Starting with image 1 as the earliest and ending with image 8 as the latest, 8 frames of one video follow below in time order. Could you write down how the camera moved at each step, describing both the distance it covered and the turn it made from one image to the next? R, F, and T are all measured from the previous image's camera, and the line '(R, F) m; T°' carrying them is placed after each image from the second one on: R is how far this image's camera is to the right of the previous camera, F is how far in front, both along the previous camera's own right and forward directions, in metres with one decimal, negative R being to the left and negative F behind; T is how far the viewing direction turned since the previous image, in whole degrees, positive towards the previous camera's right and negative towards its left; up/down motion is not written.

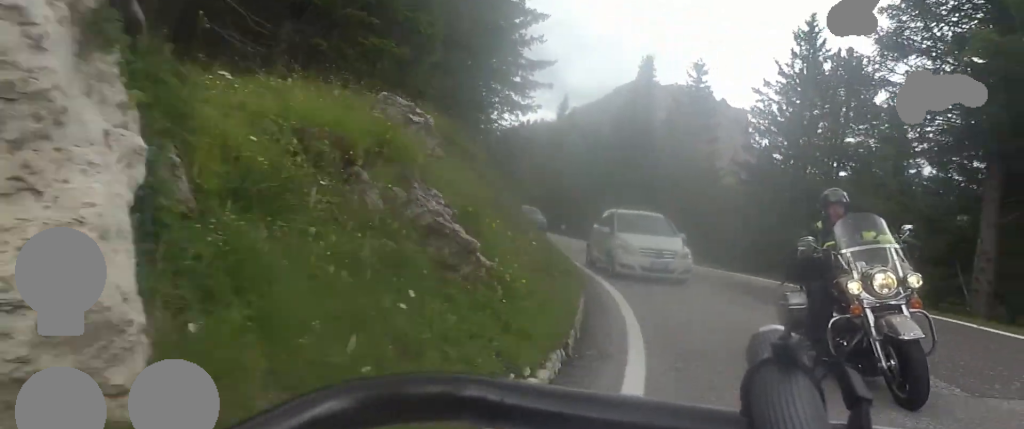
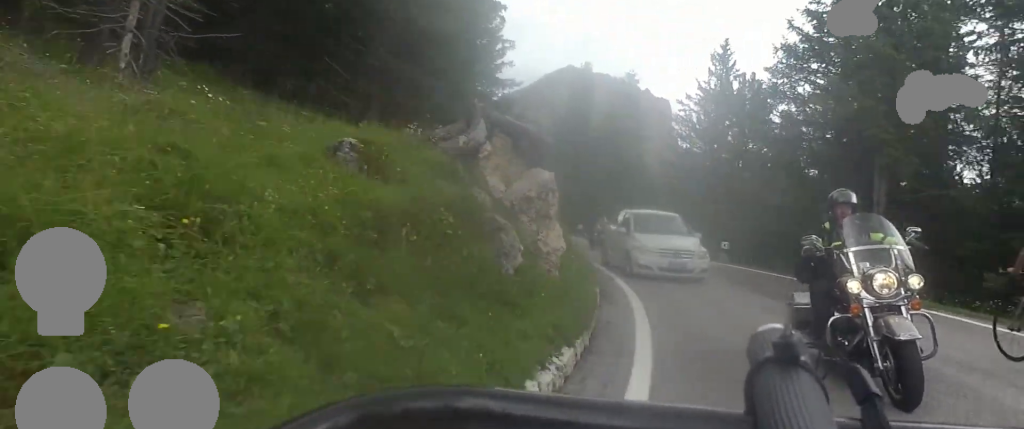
(+0.6, +6.6) m; +14°
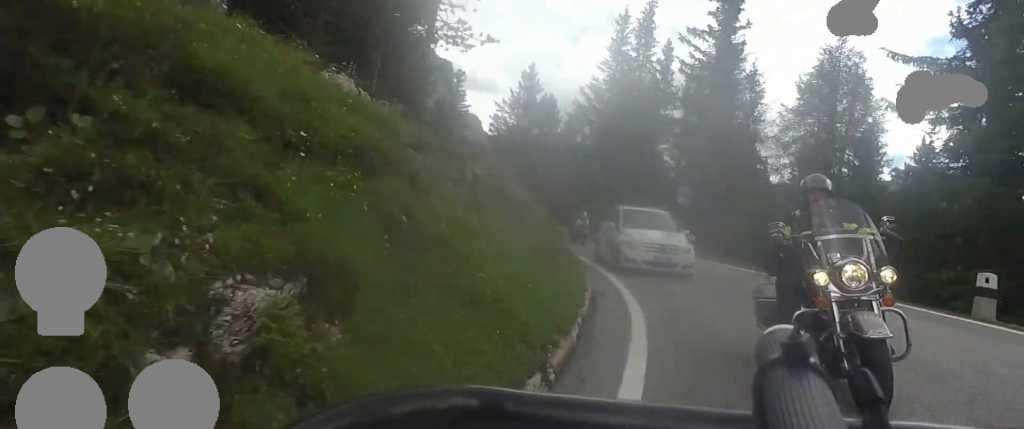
(+3.5, +17.0) m; +19°
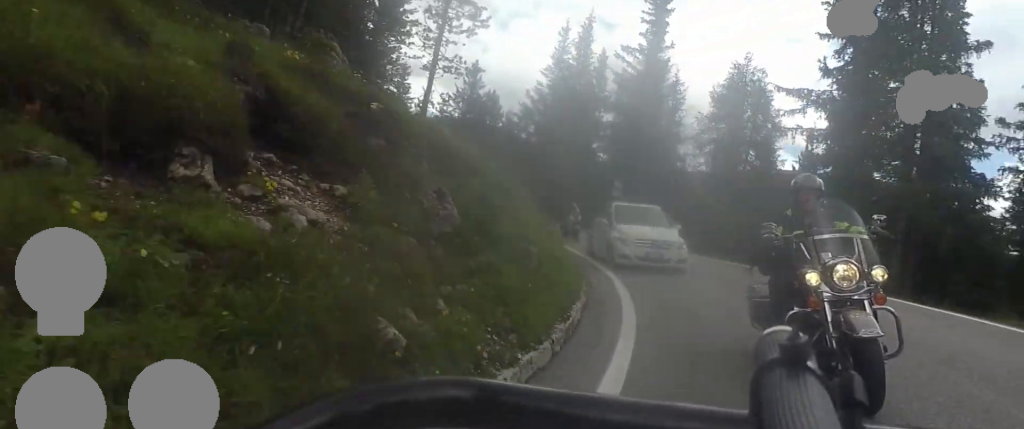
(+0.4, +5.2) m; +6°
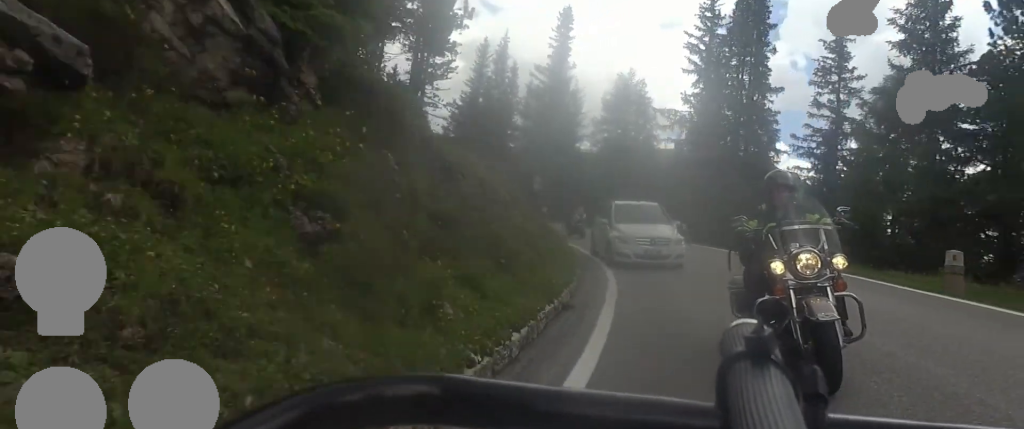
(+0.8, +9.3) m; +6°
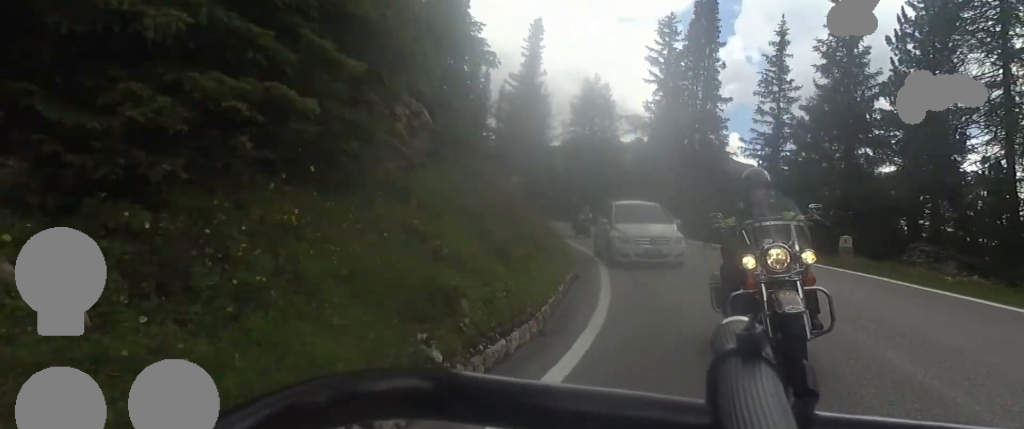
(+0.1, +4.0) m; +2°
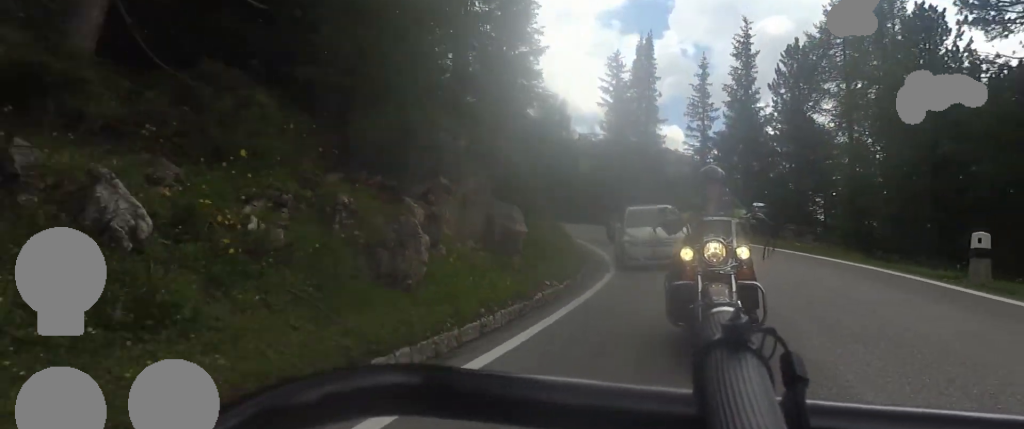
(+0.2, +9.8) m; +5°
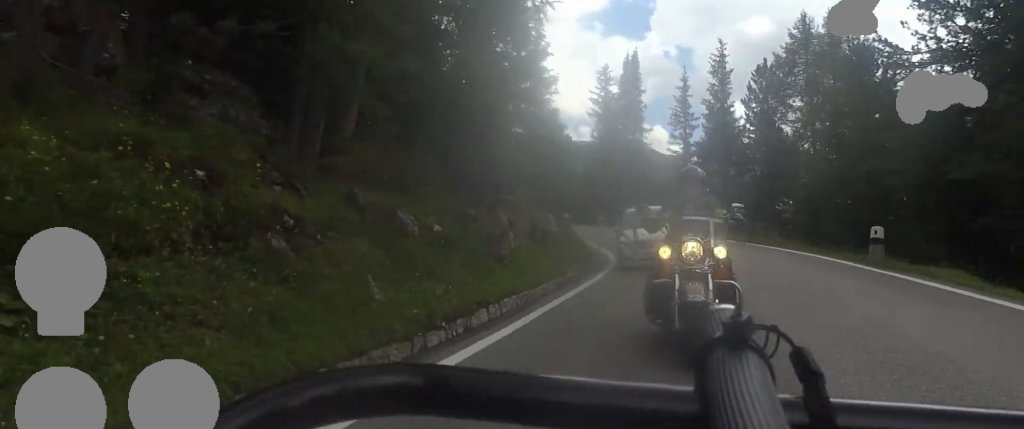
(+0.1, +4.2) m; +3°
